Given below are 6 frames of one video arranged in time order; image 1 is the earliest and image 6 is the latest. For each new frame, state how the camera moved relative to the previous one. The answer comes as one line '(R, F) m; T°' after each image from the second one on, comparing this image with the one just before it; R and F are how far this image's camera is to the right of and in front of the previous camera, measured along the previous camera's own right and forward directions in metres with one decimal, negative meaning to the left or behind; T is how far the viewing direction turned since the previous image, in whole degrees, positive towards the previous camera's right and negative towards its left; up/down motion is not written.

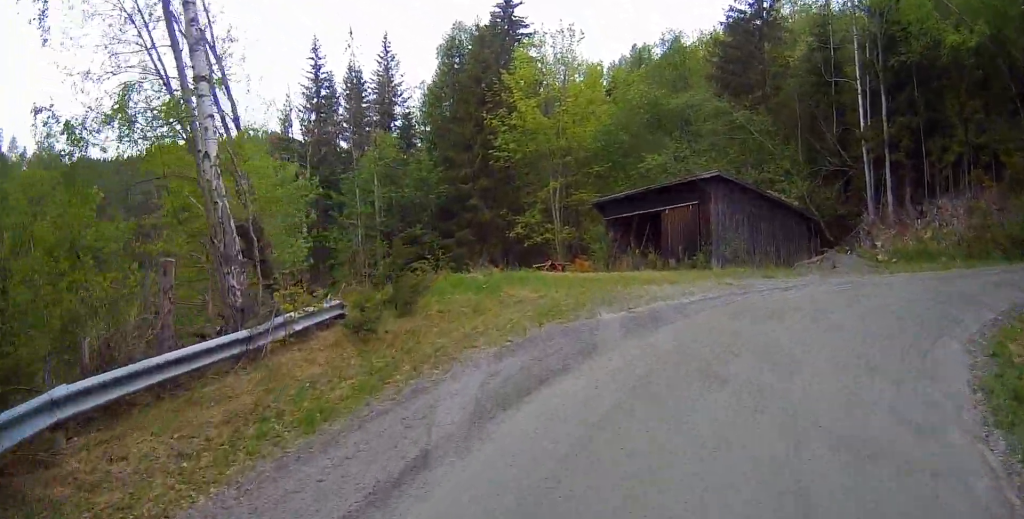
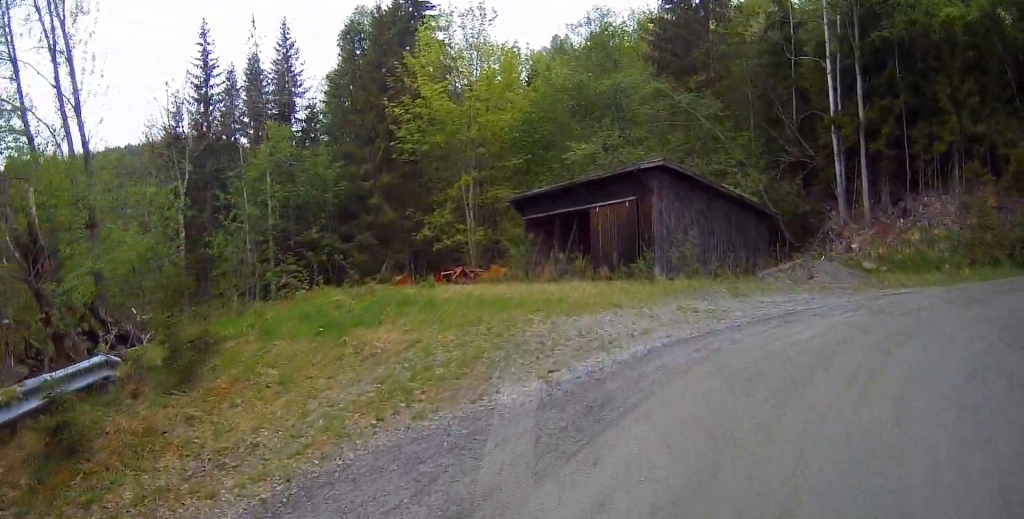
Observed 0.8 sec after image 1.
(+0.4, +4.6) m; +7°
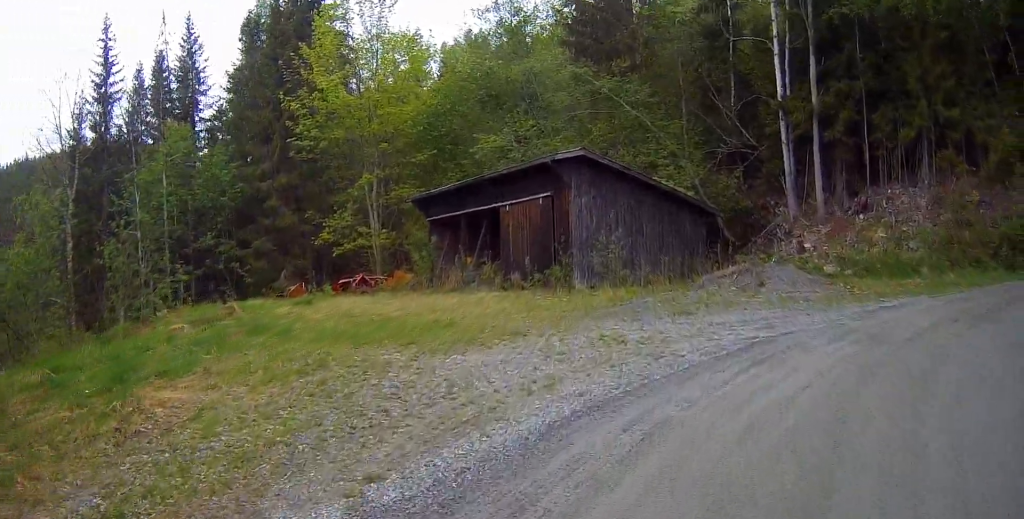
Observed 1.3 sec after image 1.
(+0.1, +2.8) m; +8°
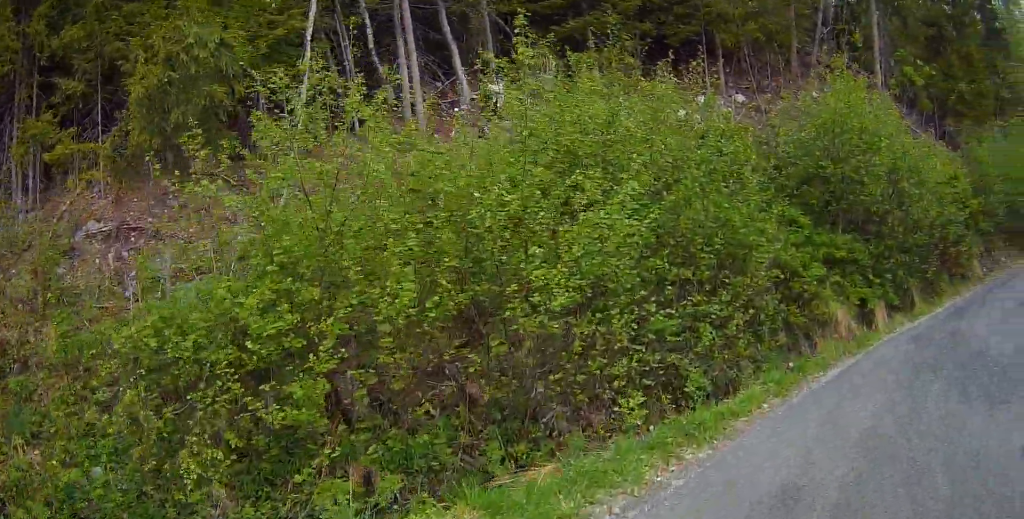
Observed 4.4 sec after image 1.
(+7.8, +7.5) m; +86°
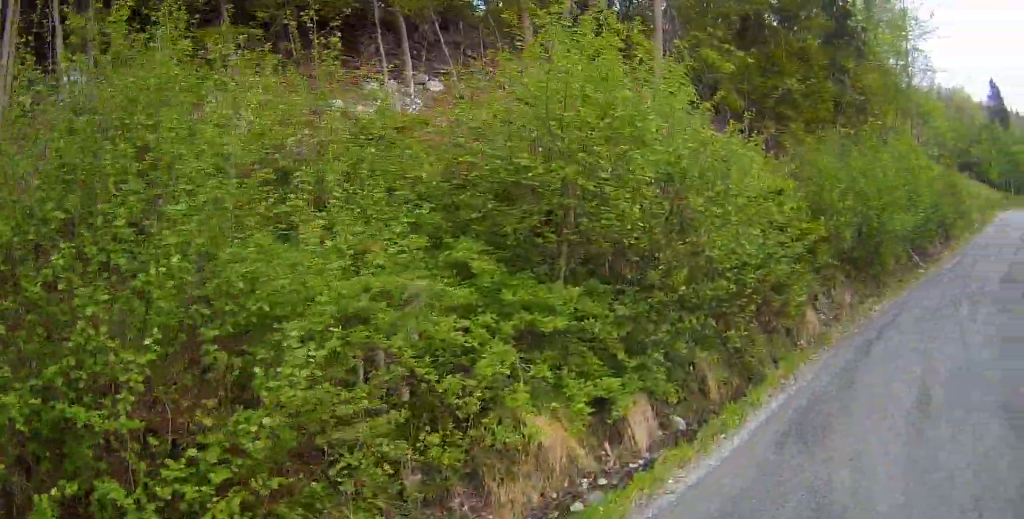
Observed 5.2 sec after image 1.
(0.0, +3.0) m; 0°
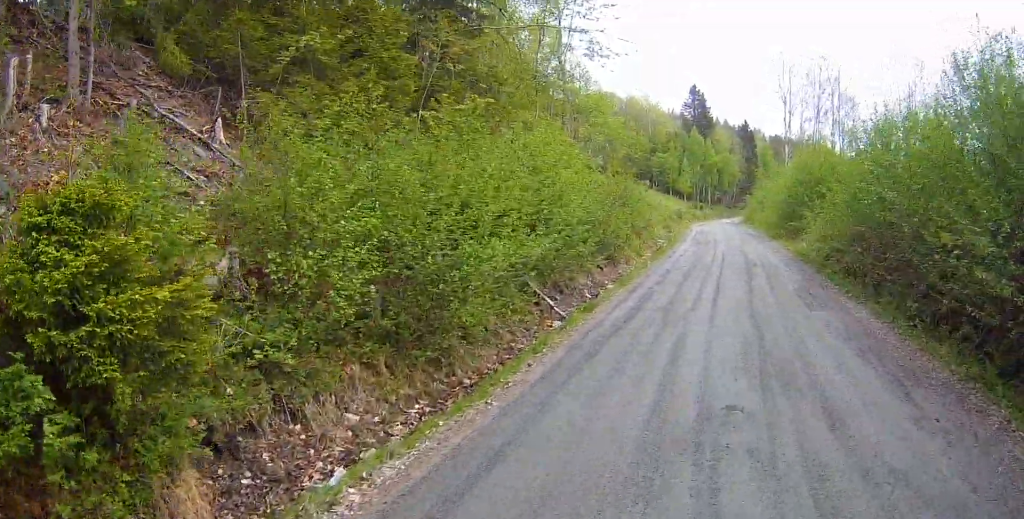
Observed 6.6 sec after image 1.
(0.0, +4.5) m; +19°
